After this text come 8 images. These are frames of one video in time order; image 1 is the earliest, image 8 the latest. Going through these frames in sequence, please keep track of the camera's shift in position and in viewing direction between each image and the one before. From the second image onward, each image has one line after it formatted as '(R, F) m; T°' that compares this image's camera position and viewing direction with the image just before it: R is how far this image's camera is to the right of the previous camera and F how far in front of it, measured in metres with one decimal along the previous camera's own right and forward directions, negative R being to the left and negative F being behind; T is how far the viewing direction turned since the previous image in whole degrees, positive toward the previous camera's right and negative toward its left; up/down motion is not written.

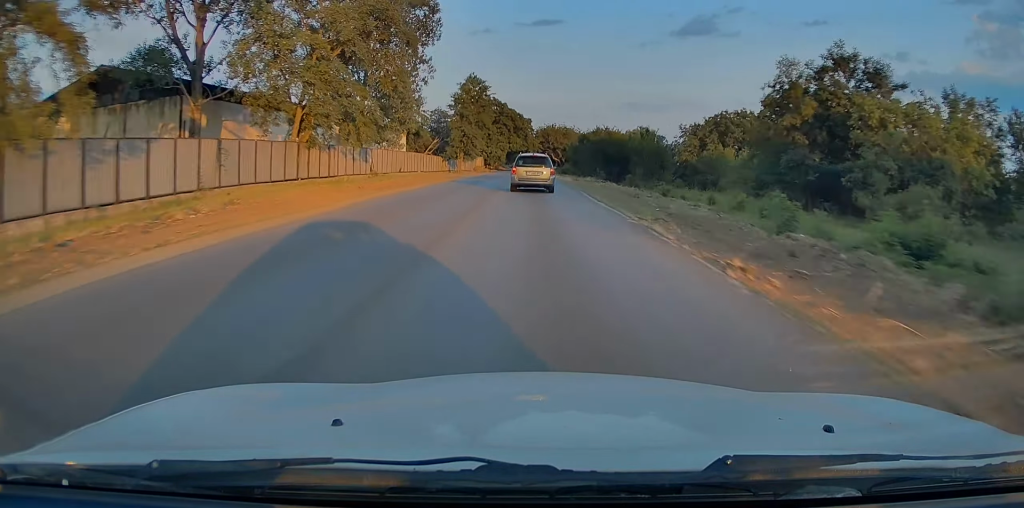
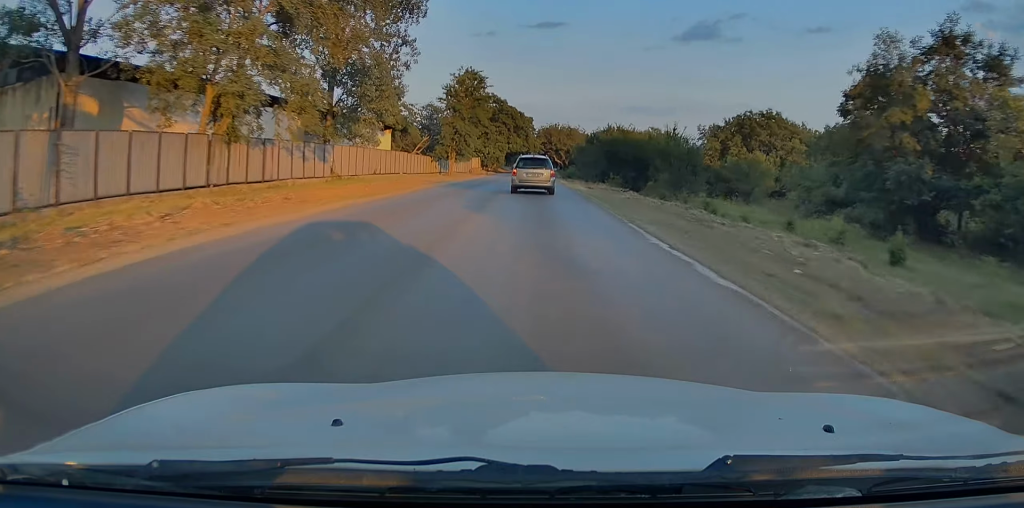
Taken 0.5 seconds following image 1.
(0.0, +10.9) m; 0°
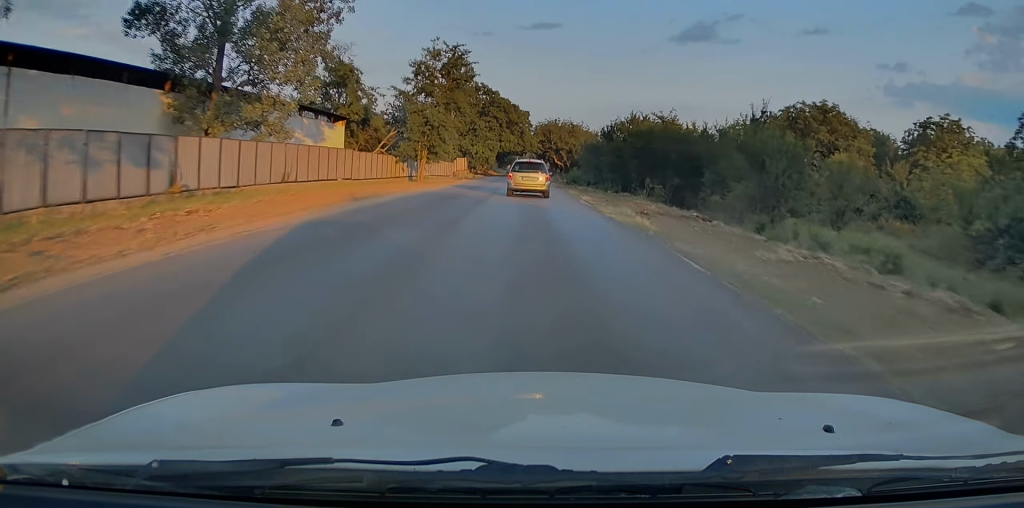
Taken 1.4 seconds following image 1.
(+0.1, +19.5) m; 0°
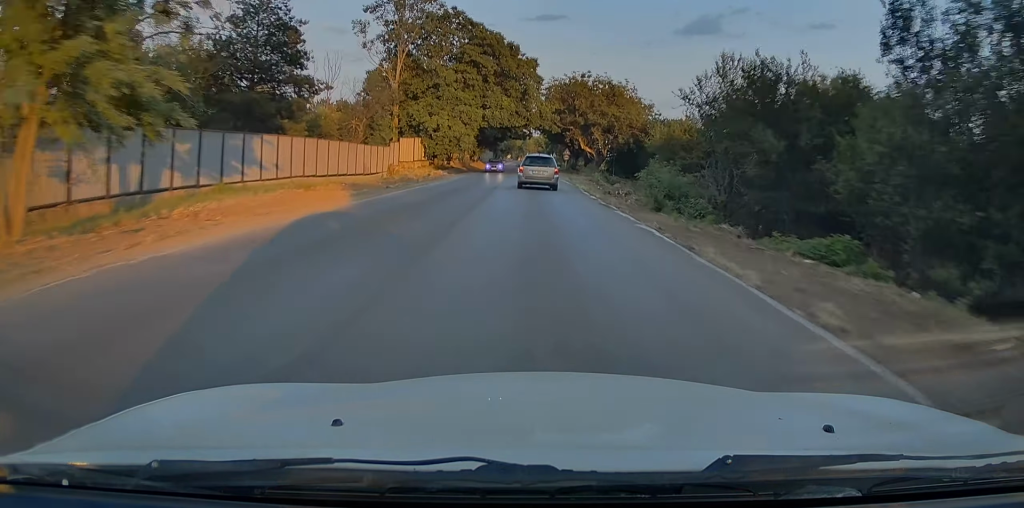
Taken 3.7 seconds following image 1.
(-0.9, +49.9) m; -1°
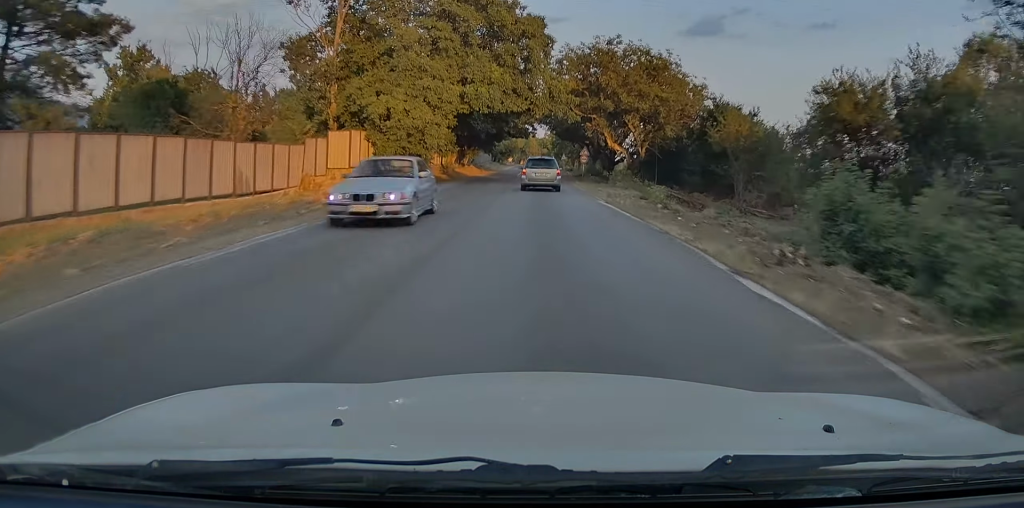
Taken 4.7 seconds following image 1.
(+0.4, +21.0) m; +1°
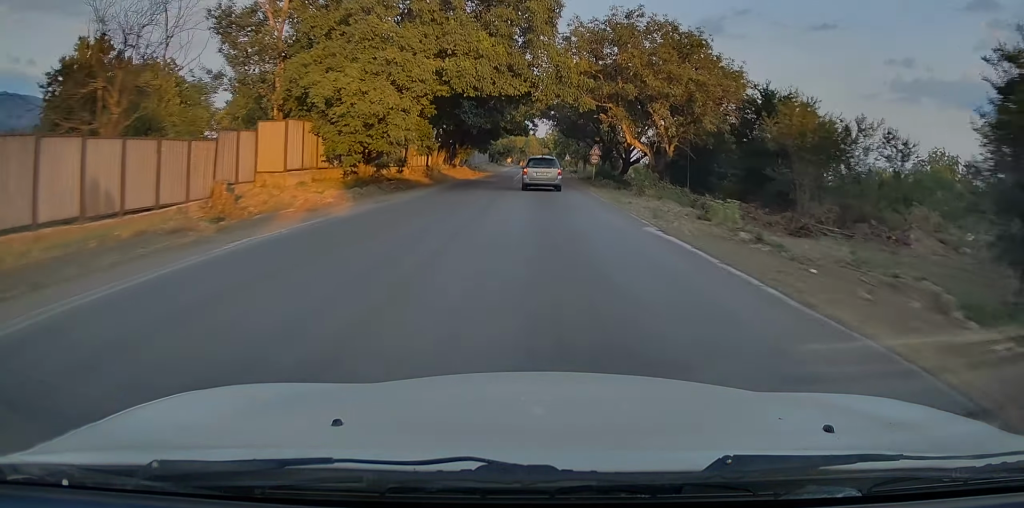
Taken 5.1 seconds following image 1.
(-0.1, +9.5) m; 0°
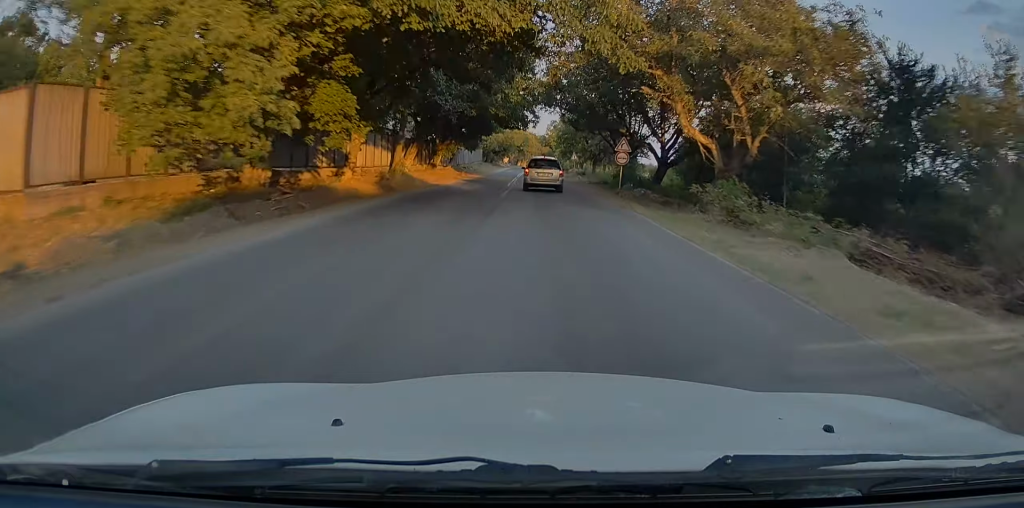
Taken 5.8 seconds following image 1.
(-0.1, +14.6) m; 0°
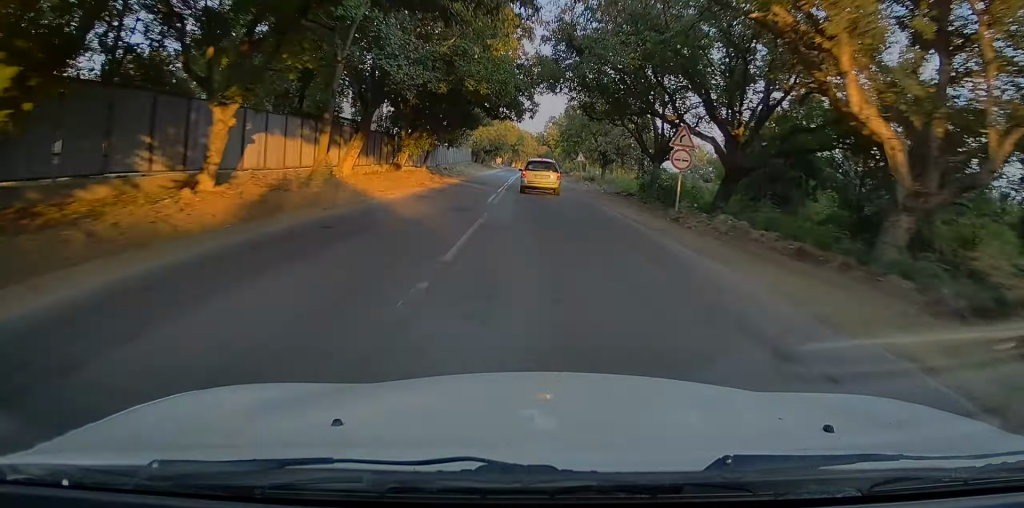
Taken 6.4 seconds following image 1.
(-0.1, +14.0) m; +1°
